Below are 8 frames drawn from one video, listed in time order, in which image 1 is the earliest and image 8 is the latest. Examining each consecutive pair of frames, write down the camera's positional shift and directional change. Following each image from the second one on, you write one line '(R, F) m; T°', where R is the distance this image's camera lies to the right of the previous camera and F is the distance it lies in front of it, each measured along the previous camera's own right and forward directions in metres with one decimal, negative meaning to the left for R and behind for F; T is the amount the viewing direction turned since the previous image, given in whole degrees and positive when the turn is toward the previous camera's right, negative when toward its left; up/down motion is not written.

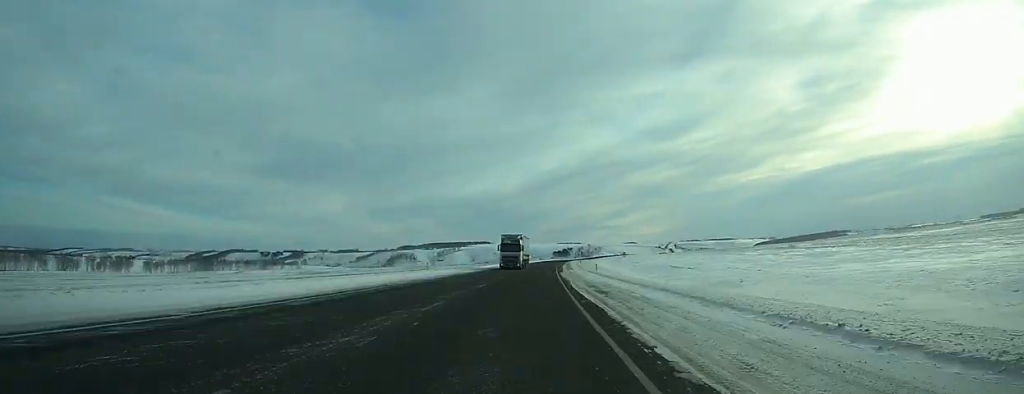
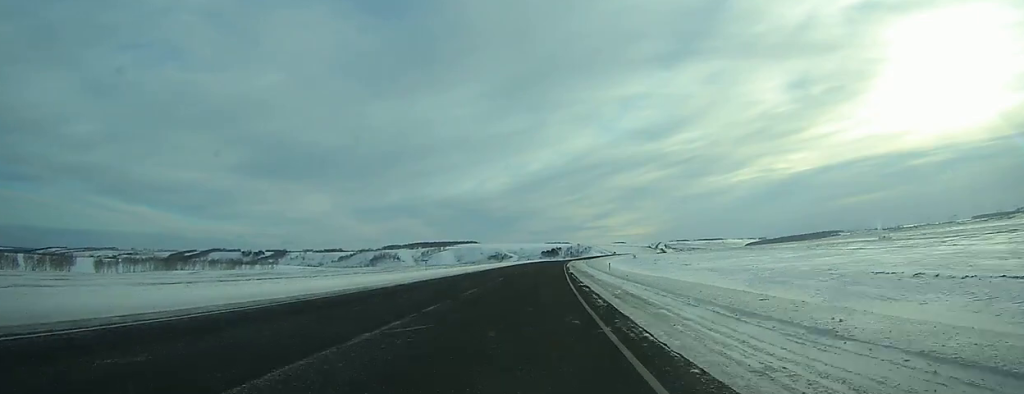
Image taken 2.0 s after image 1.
(+0.6, +53.1) m; +1°
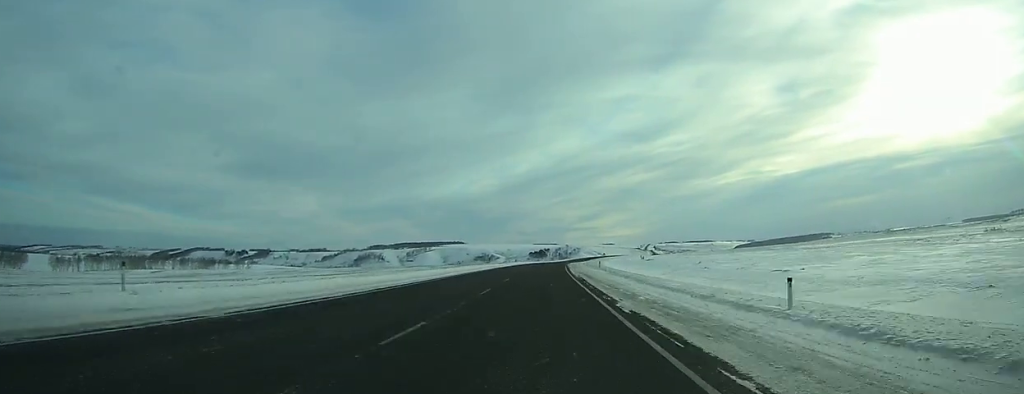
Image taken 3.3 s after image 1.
(+0.3, +35.5) m; +1°
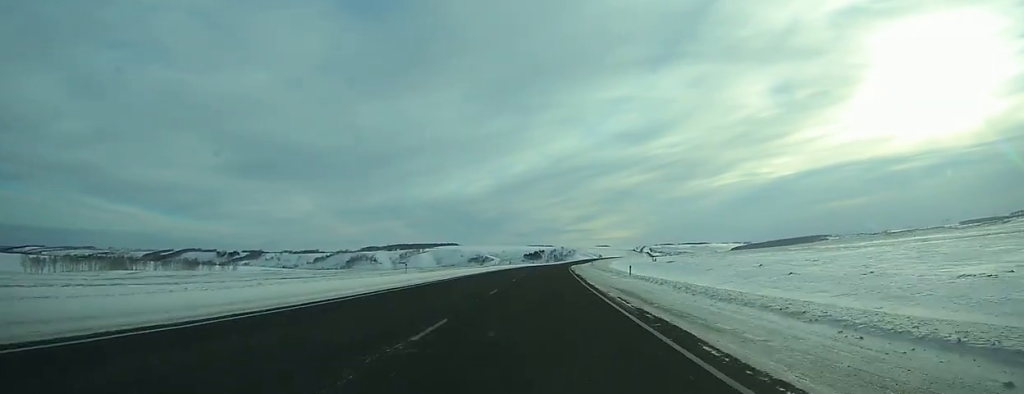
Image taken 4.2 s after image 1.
(0.0, +23.1) m; +1°
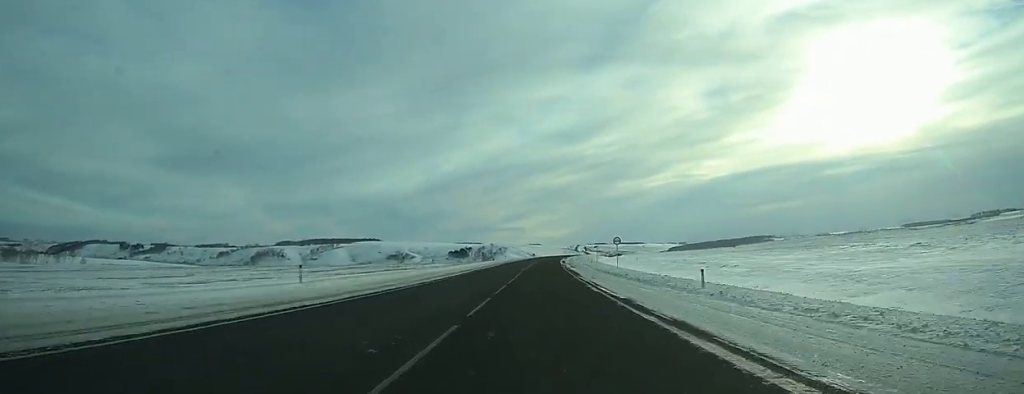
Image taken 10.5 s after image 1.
(+9.0, +167.2) m; +6°
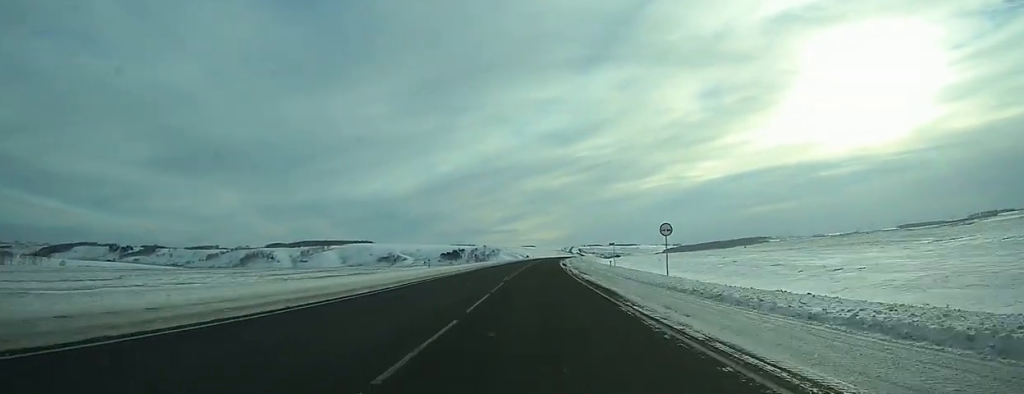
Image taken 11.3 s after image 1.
(+0.3, +23.0) m; +1°
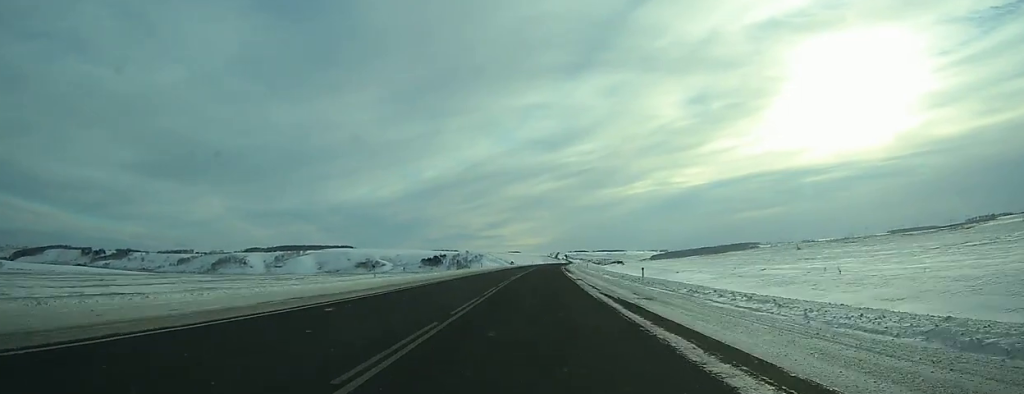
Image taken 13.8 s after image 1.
(+1.0, +65.2) m; +1°
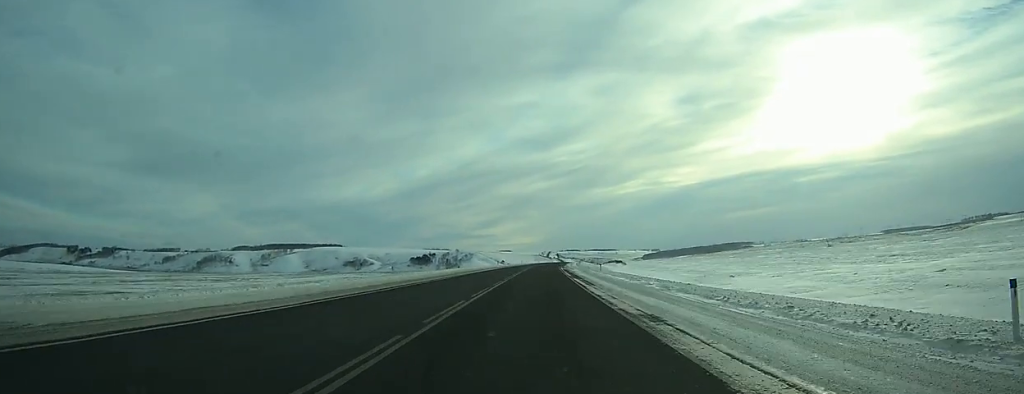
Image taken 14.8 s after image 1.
(0.0, +26.2) m; +1°
